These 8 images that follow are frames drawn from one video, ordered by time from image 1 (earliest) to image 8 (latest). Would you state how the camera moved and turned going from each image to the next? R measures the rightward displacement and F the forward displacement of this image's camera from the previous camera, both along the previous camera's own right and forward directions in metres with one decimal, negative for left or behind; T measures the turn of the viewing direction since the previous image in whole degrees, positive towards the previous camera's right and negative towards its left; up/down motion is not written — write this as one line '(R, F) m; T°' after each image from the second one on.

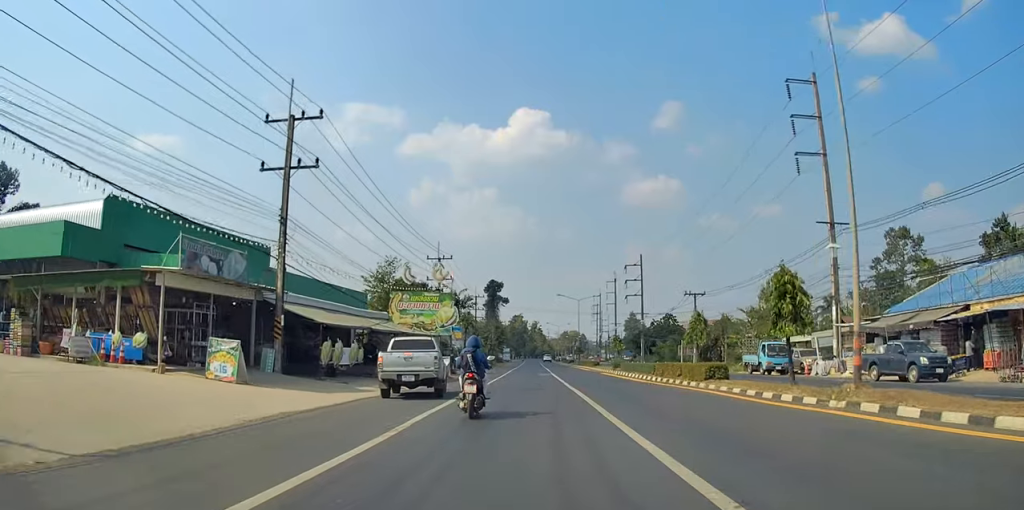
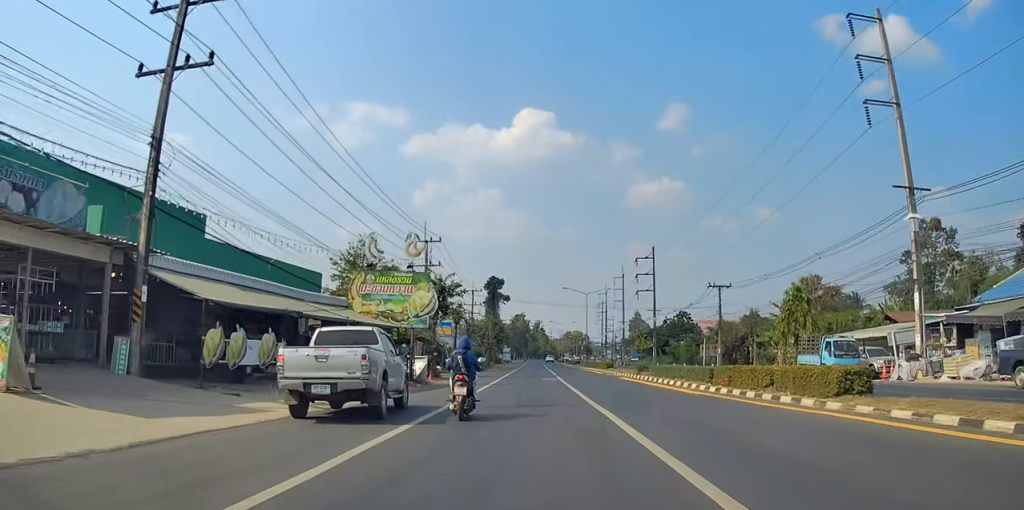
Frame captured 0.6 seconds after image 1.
(0.0, +9.7) m; 0°
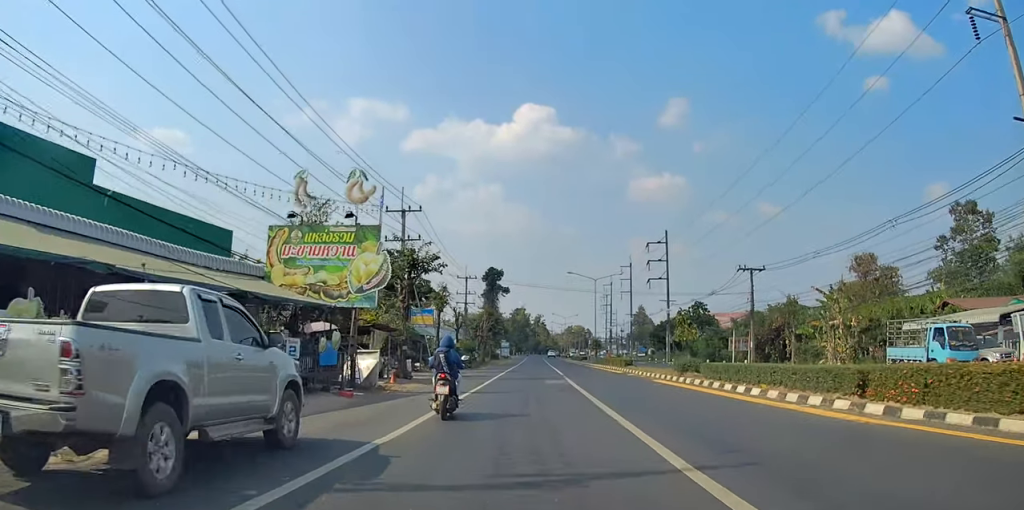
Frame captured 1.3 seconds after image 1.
(0.0, +9.7) m; -2°
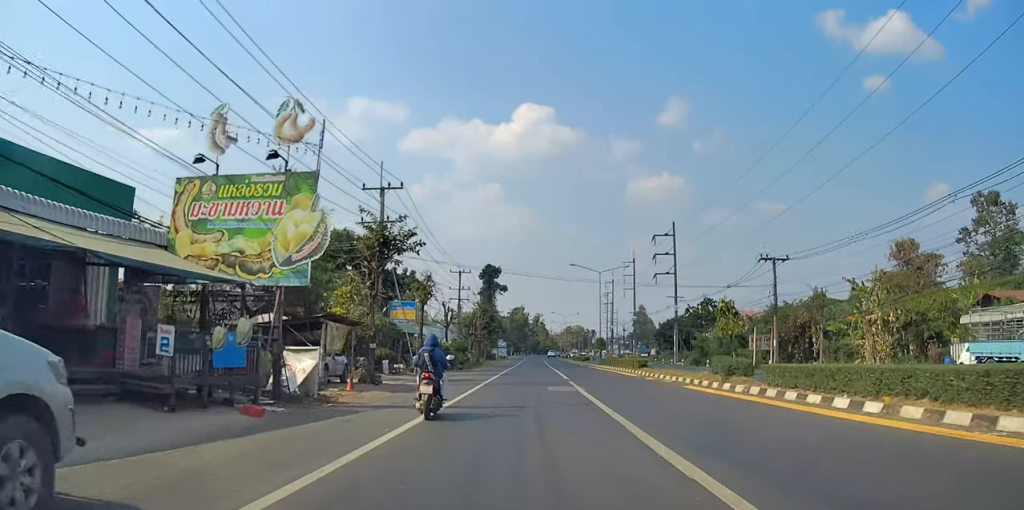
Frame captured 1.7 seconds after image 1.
(+0.1, +6.2) m; -1°
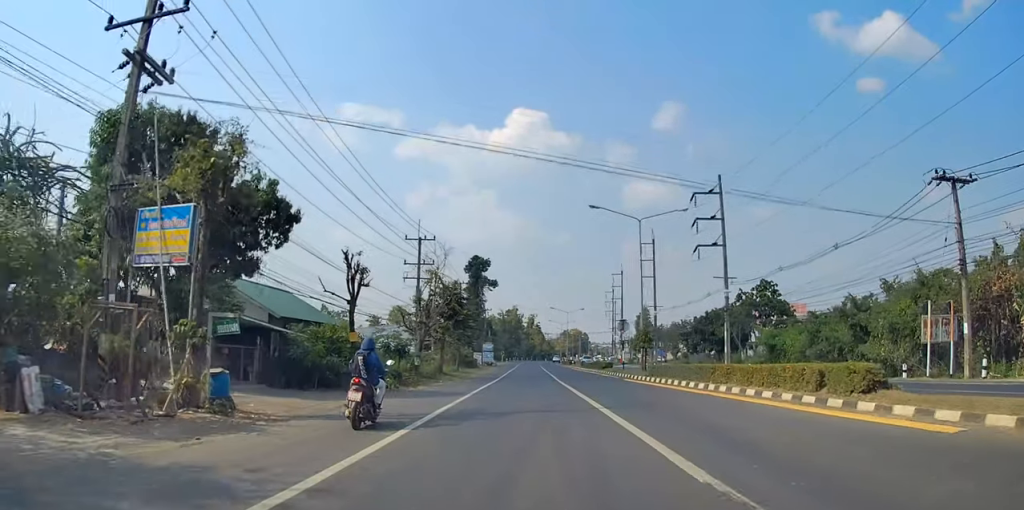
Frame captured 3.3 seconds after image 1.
(-0.1, +26.1) m; 0°
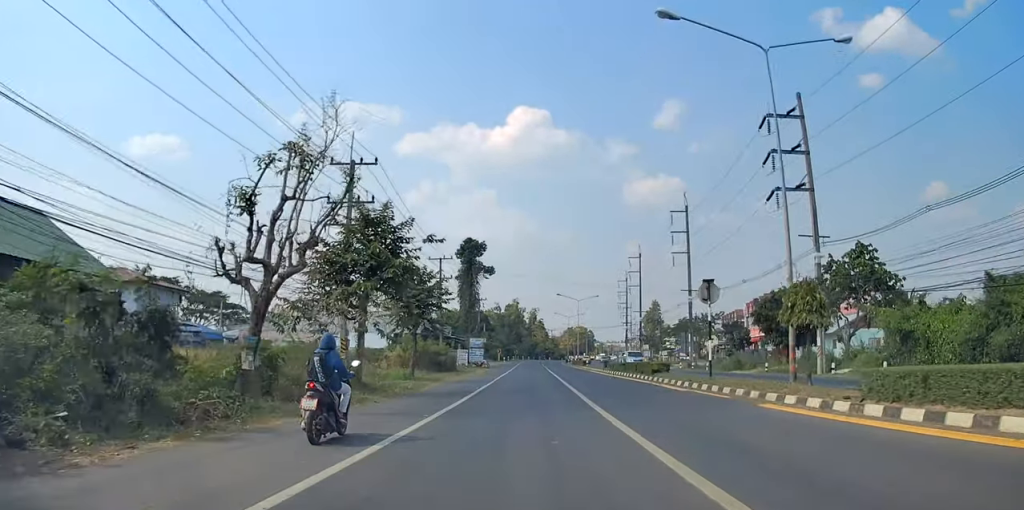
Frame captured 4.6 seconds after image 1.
(-0.4, +21.0) m; +1°
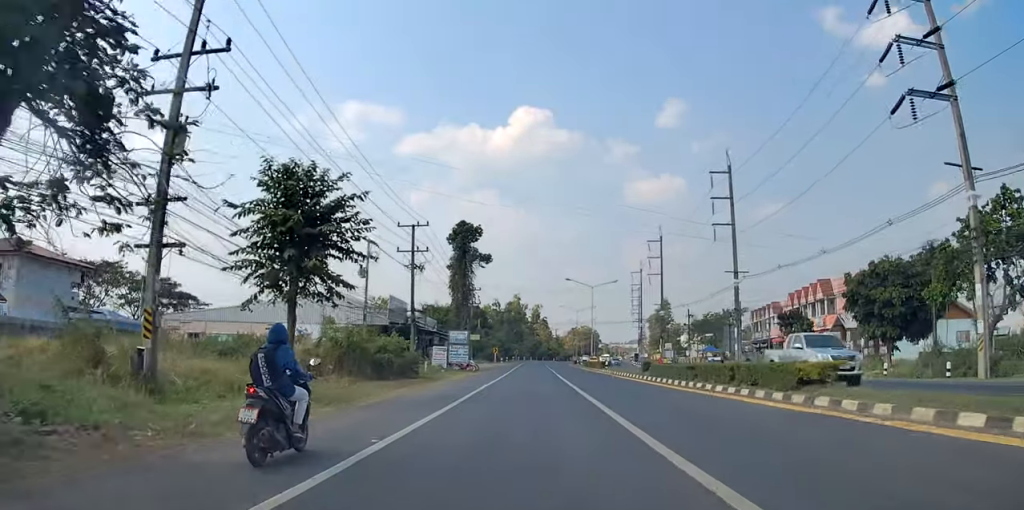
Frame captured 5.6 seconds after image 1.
(+0.8, +16.8) m; 0°
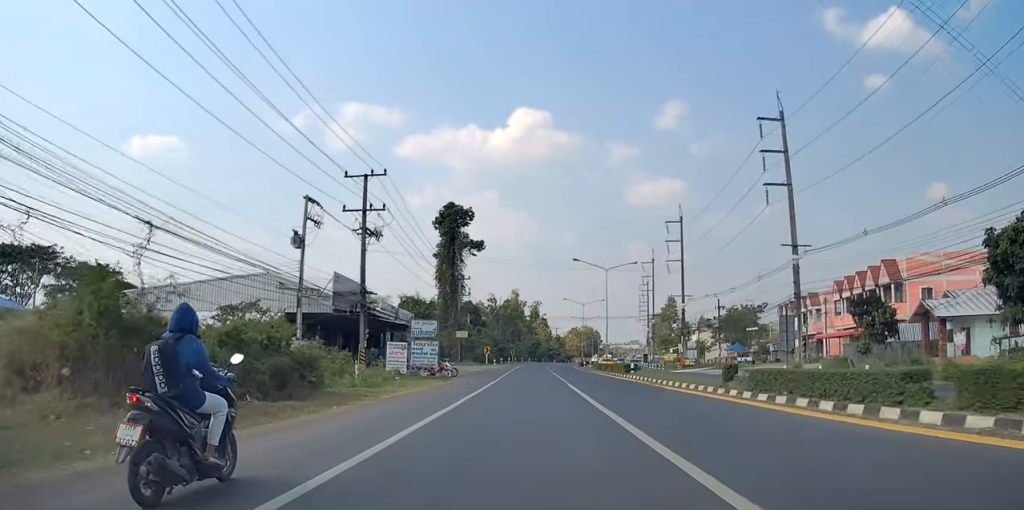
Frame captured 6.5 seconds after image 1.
(-0.6, +15.5) m; -2°
